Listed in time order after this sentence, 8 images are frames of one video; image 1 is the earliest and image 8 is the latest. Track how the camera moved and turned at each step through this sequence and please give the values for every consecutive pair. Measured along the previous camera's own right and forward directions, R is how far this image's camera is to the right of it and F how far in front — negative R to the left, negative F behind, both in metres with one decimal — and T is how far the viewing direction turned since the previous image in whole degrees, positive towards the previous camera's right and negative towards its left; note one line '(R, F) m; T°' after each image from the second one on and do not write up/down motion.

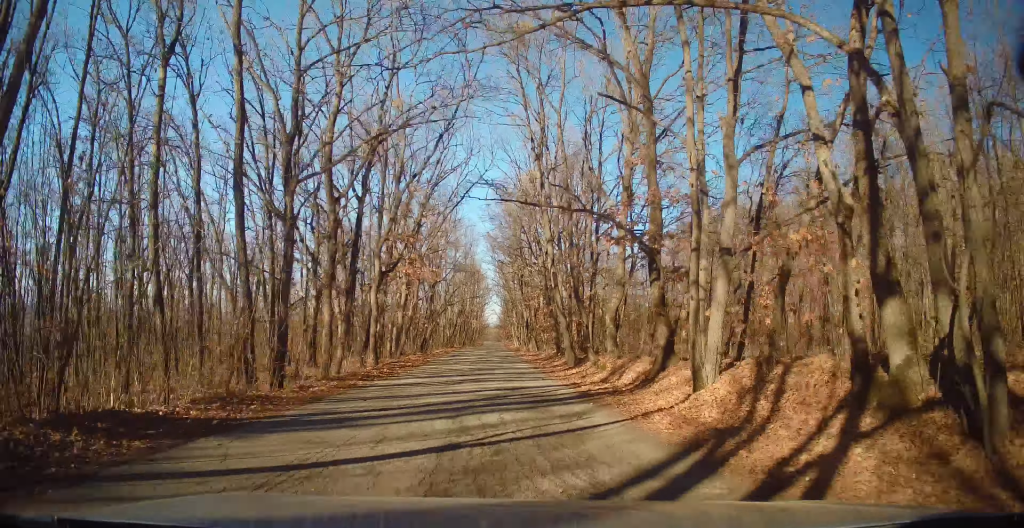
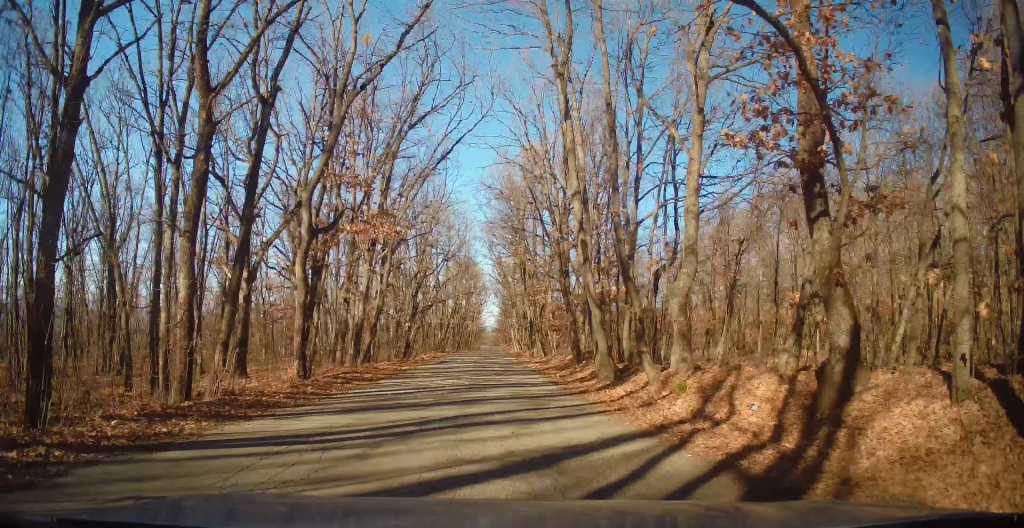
(+0.1, +9.2) m; +1°
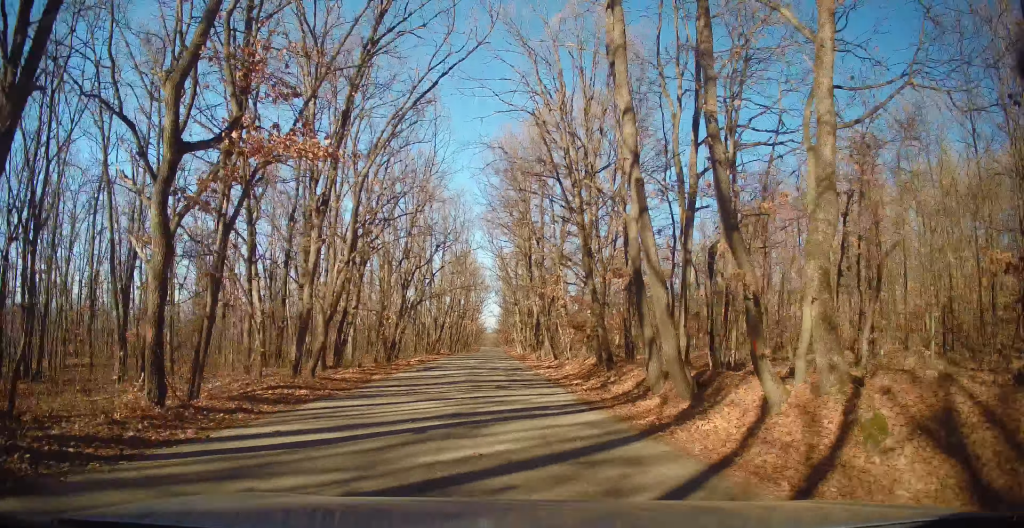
(+0.1, +6.9) m; 0°
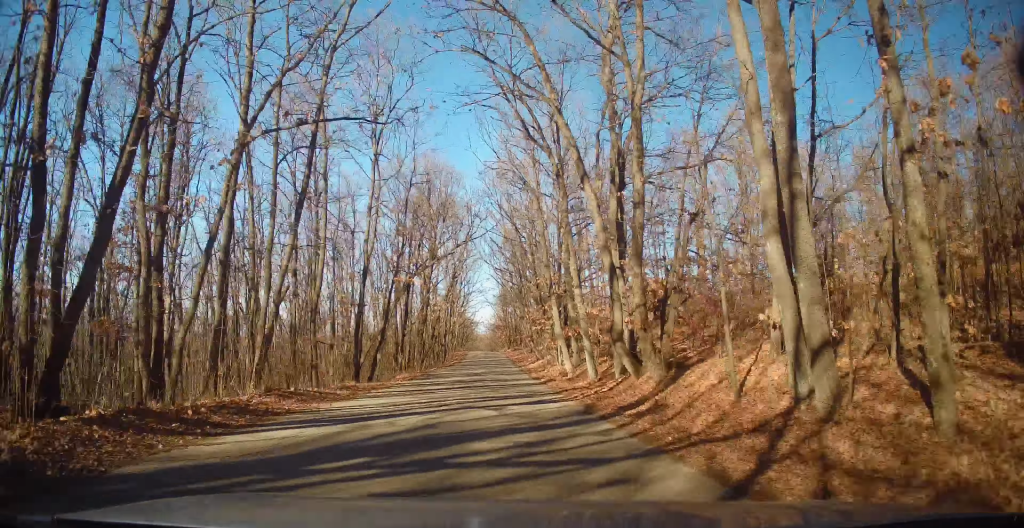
(-1.0, +50.8) m; -1°
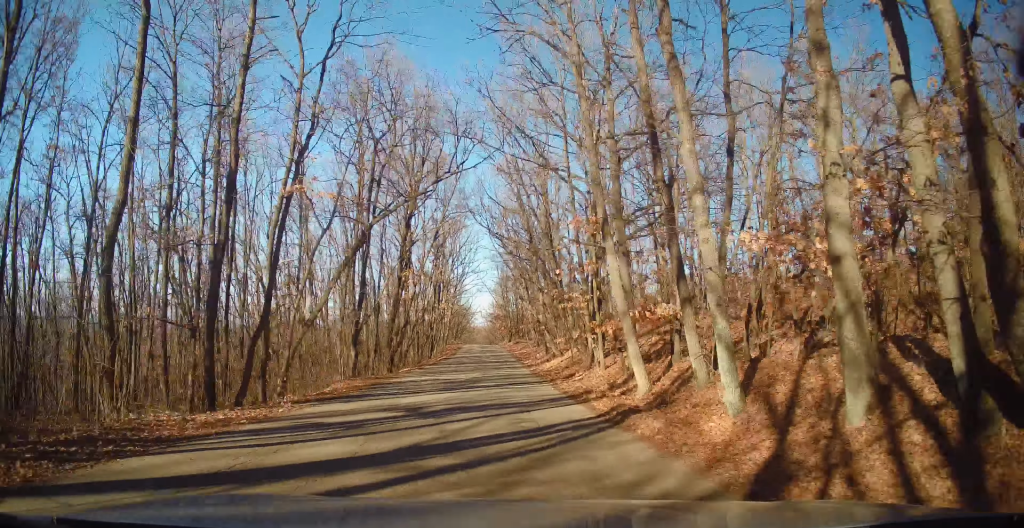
(+0.1, +12.8) m; 0°
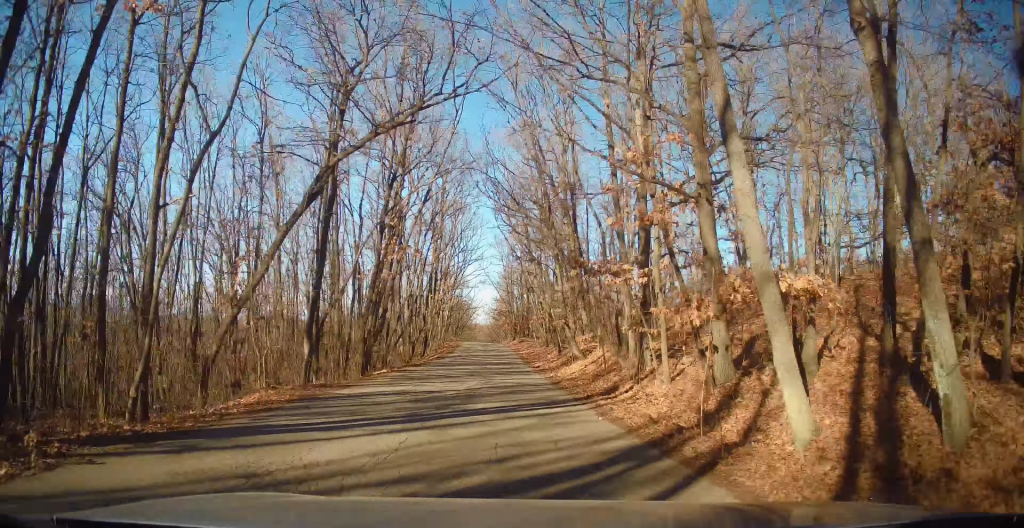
(+0.3, +6.9) m; 0°
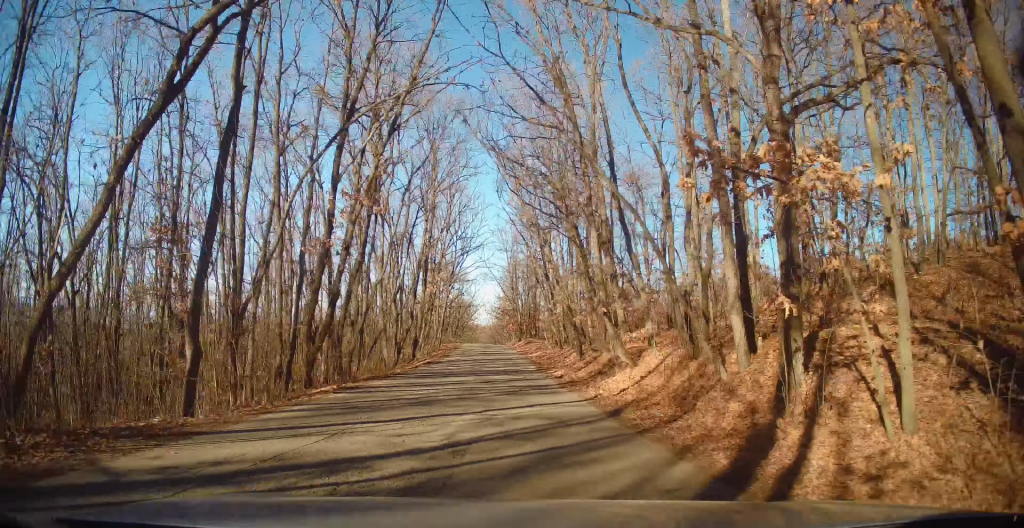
(-0.2, +7.9) m; -1°
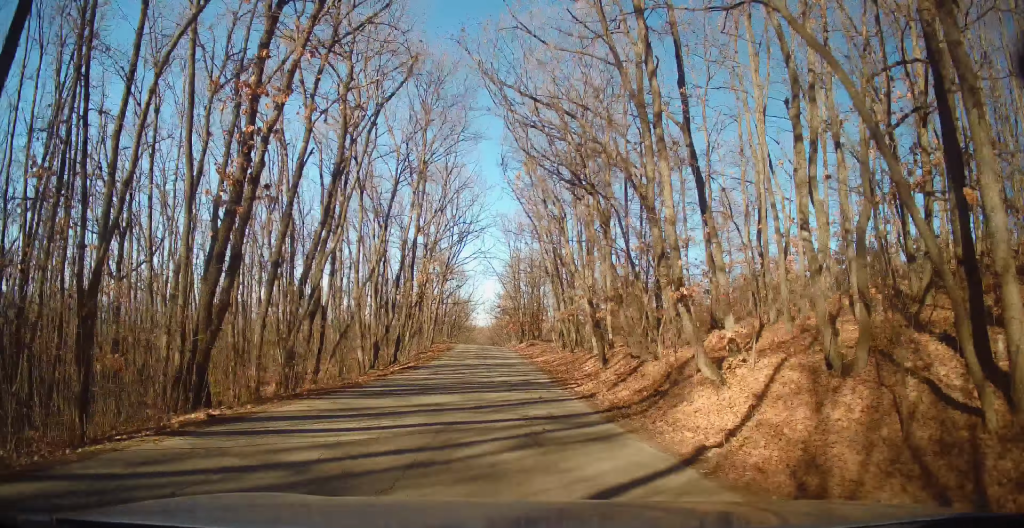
(-0.1, +6.4) m; -1°
